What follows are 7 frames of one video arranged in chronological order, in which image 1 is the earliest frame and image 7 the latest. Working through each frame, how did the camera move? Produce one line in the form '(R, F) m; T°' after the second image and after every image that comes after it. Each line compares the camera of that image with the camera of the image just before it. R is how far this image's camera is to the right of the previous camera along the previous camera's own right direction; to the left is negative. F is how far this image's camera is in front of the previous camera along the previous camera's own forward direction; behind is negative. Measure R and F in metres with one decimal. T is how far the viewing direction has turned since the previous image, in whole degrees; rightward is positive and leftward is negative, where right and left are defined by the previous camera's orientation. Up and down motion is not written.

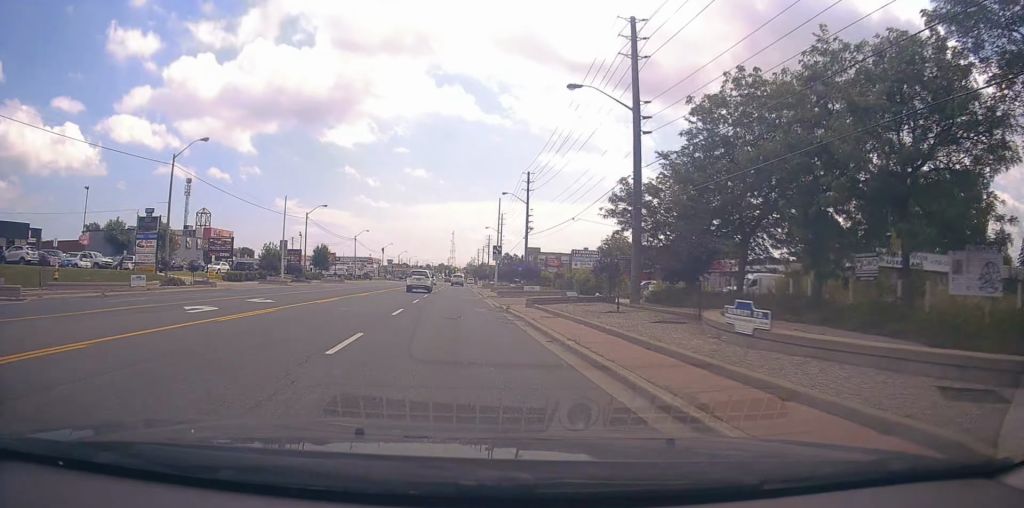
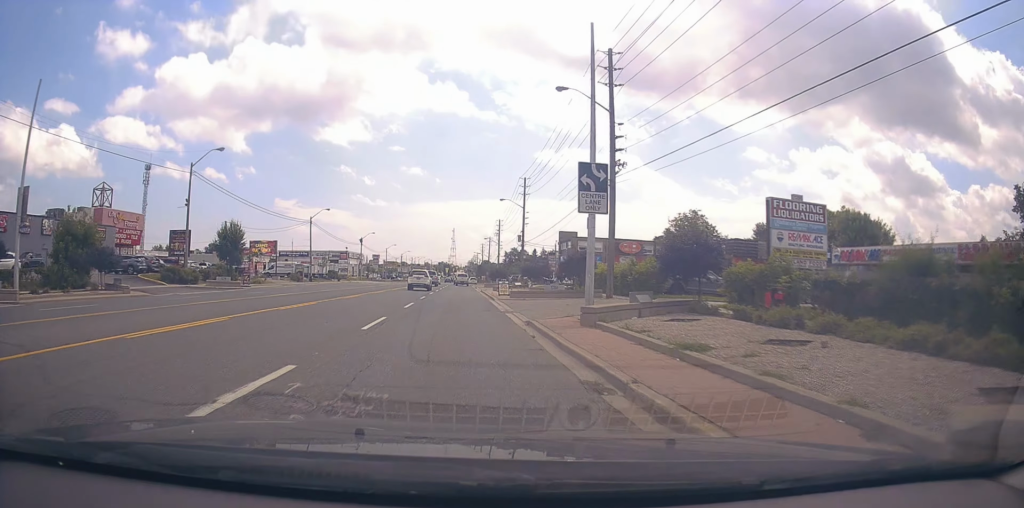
(-0.4, +40.9) m; 0°
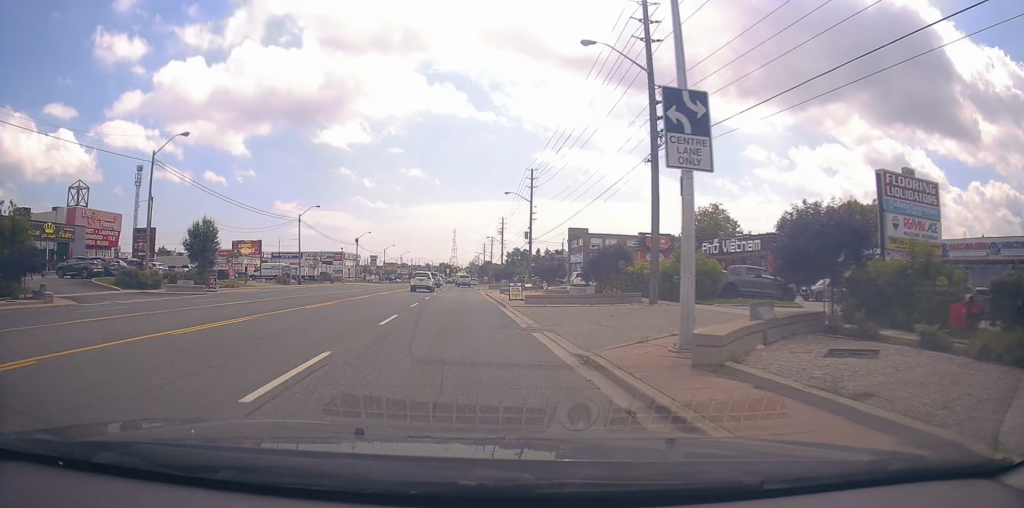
(+0.4, +6.8) m; +1°
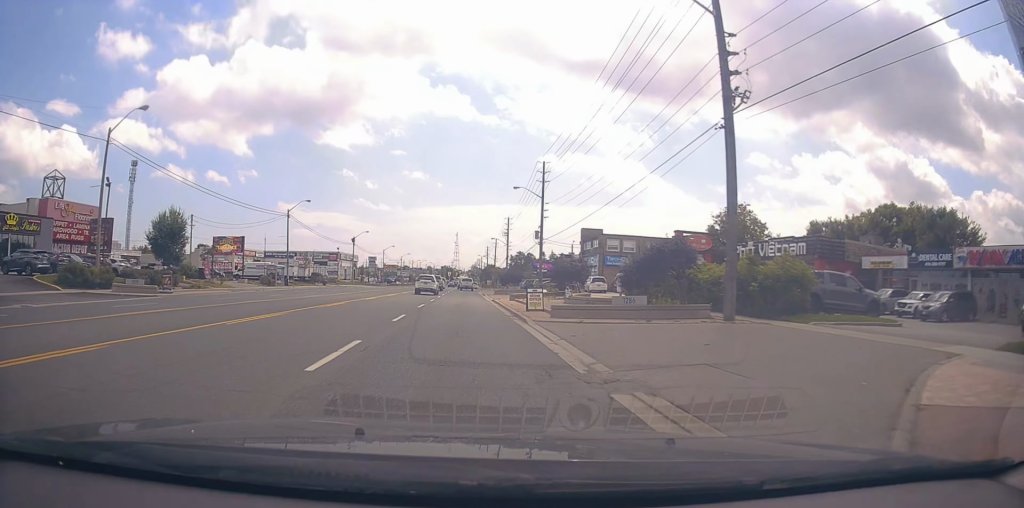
(+0.3, +6.8) m; +1°
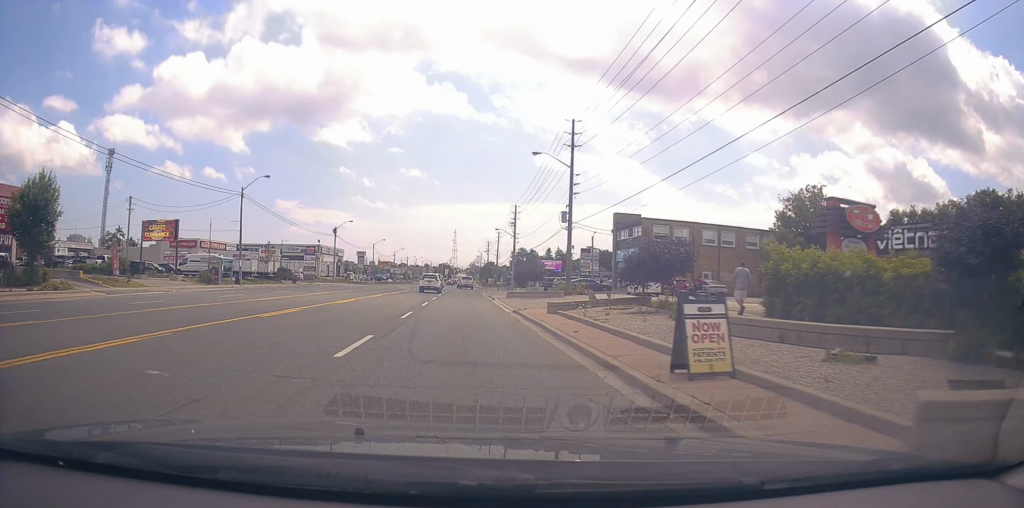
(-0.6, +16.6) m; -2°
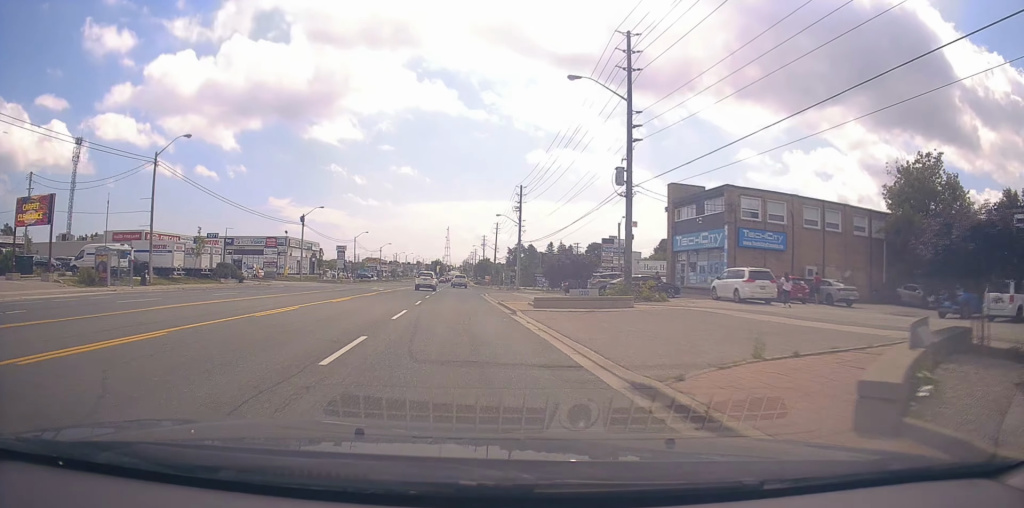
(+0.3, +18.1) m; +1°
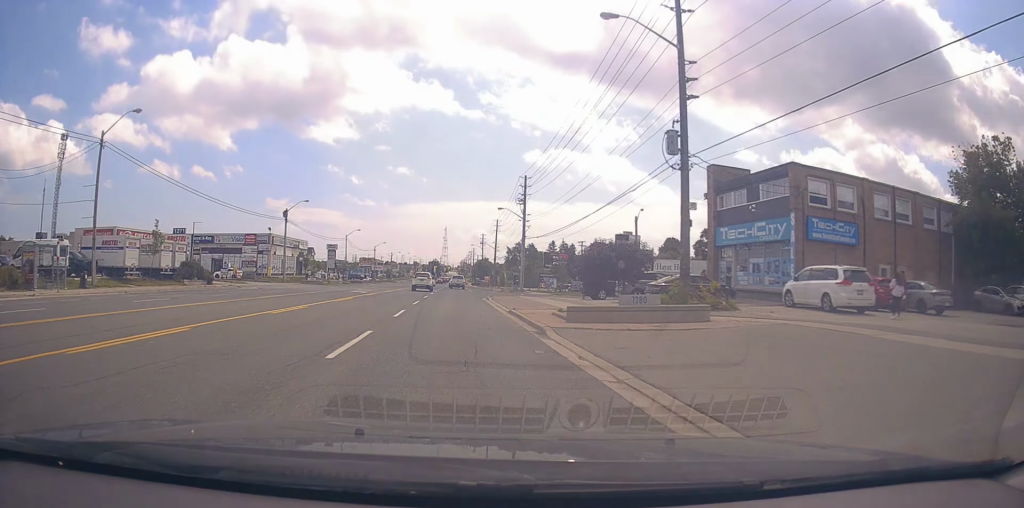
(0.0, +7.9) m; 0°
